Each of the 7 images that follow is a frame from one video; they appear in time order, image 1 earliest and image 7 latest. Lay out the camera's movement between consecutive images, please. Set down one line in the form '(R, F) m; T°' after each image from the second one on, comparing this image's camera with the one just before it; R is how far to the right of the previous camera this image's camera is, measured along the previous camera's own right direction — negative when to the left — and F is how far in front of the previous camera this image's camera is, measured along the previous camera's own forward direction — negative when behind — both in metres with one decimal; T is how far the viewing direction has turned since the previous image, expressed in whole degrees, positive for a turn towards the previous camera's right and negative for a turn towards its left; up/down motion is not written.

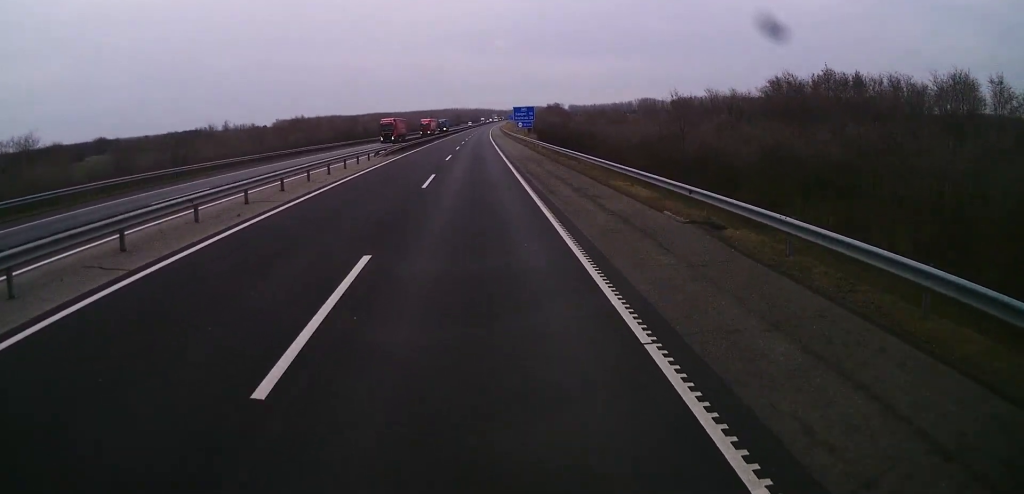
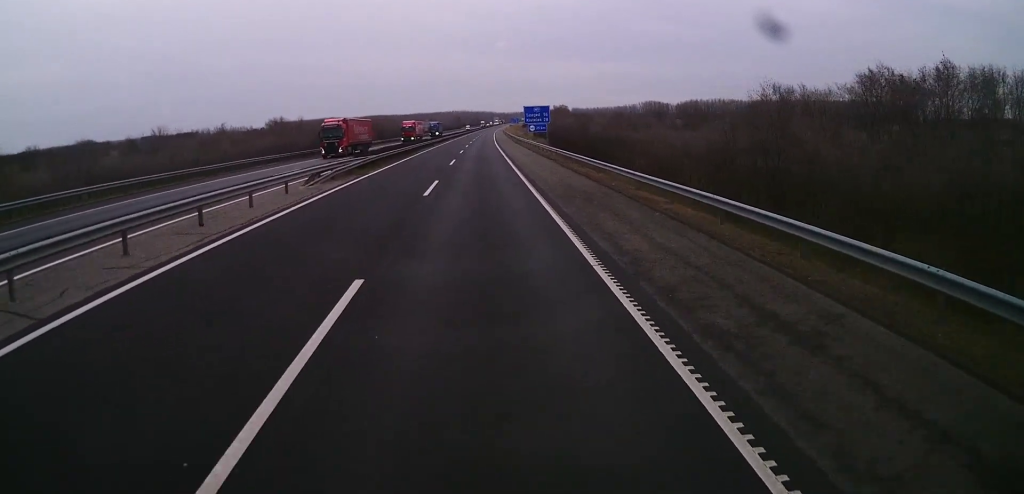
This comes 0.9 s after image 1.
(0.0, +20.1) m; 0°
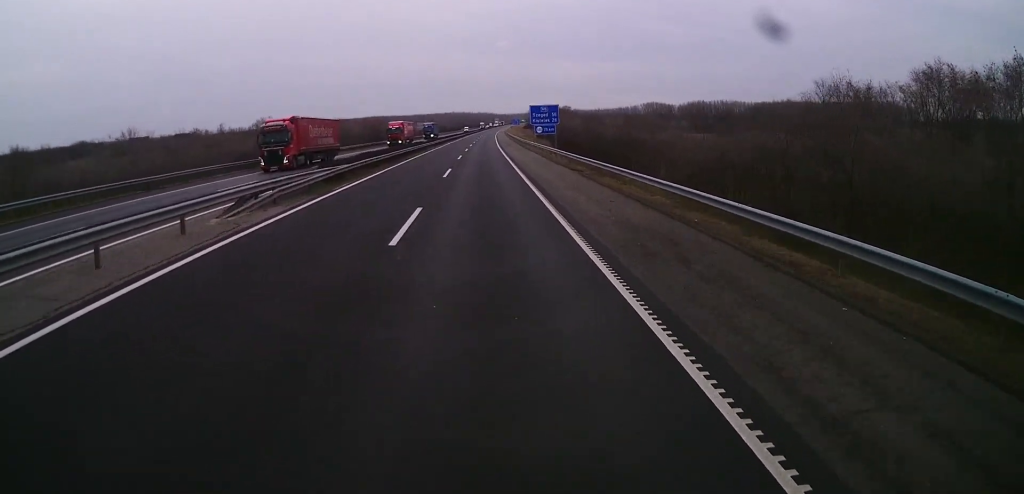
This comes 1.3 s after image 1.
(+0.1, +9.2) m; 0°
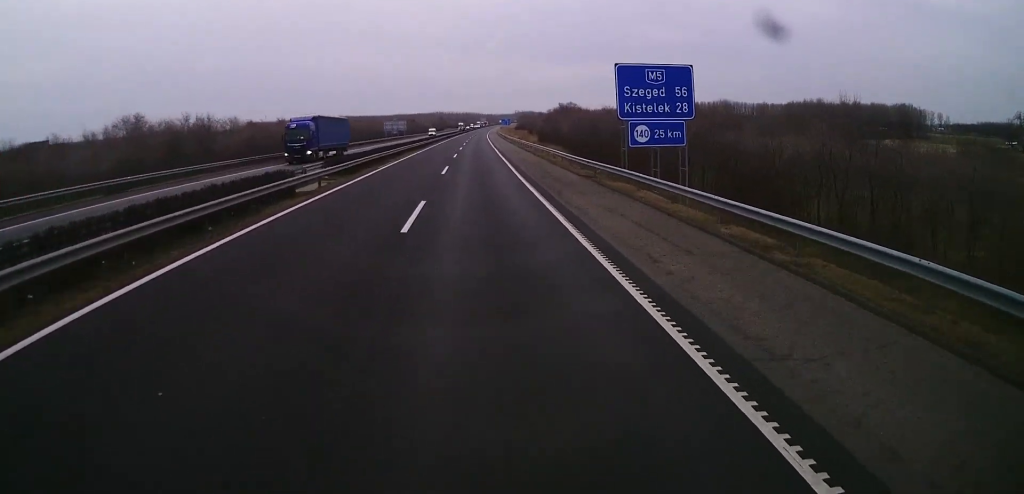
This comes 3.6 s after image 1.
(-0.5, +54.1) m; 0°
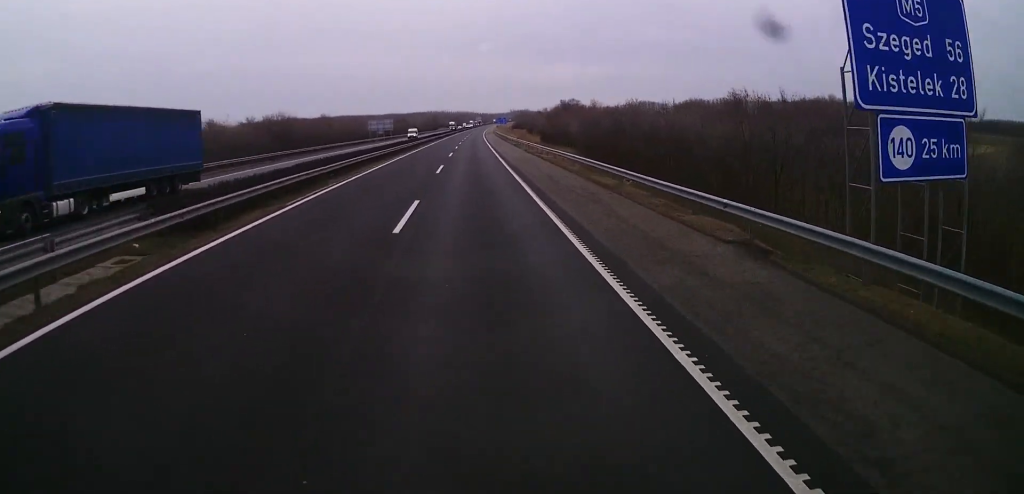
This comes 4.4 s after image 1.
(+0.4, +18.5) m; 0°
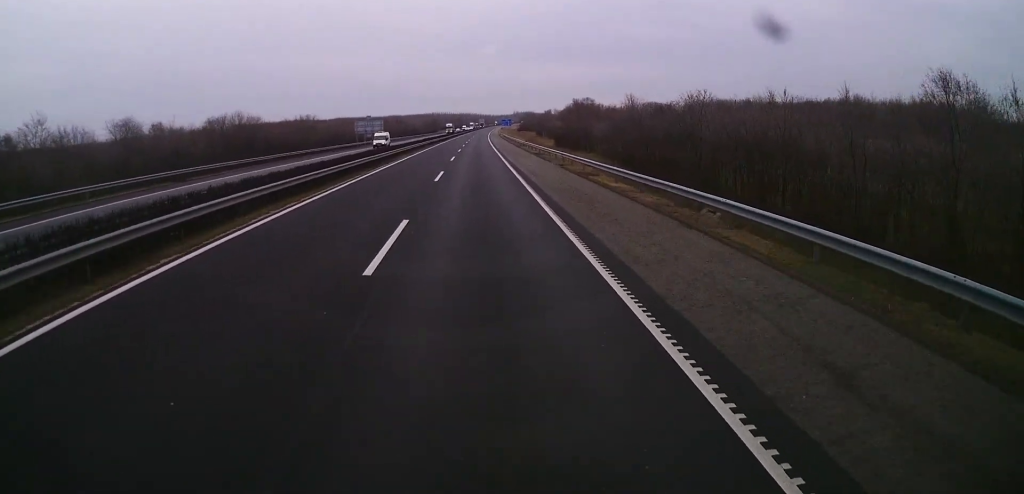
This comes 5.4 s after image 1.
(-0.4, +22.3) m; 0°
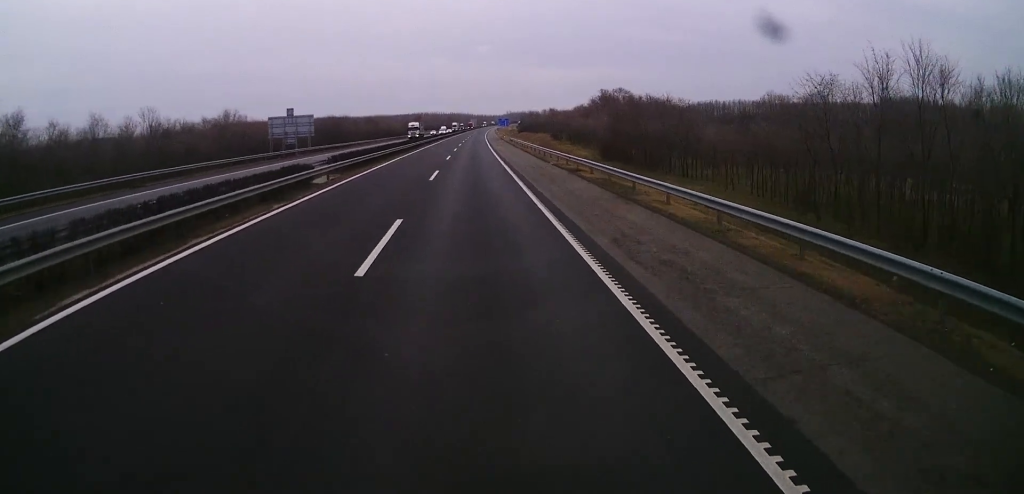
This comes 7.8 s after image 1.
(+1.1, +55.5) m; +1°
